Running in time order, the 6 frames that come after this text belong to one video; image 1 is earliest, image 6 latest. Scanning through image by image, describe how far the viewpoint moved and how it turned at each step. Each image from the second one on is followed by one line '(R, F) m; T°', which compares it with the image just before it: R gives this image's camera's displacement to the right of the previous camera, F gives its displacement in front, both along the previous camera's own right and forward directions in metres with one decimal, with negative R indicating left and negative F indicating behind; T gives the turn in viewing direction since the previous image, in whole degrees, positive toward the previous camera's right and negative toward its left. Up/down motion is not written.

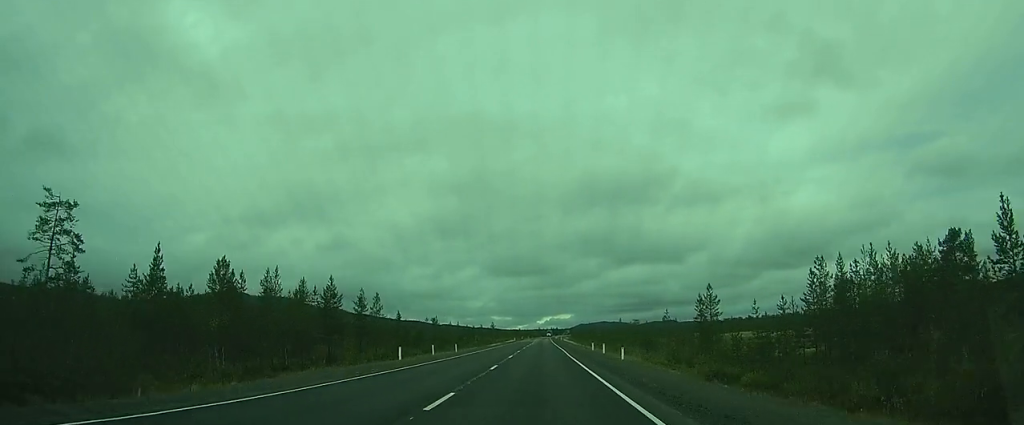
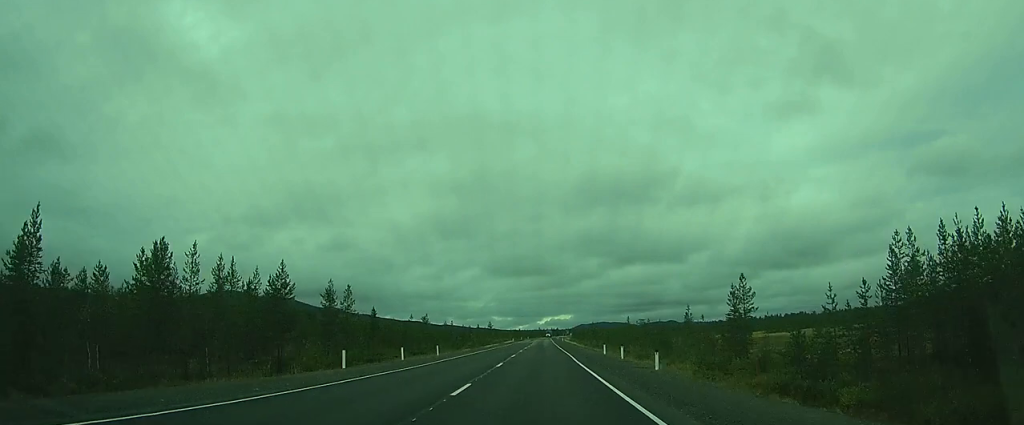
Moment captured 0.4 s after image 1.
(0.0, +8.8) m; 0°
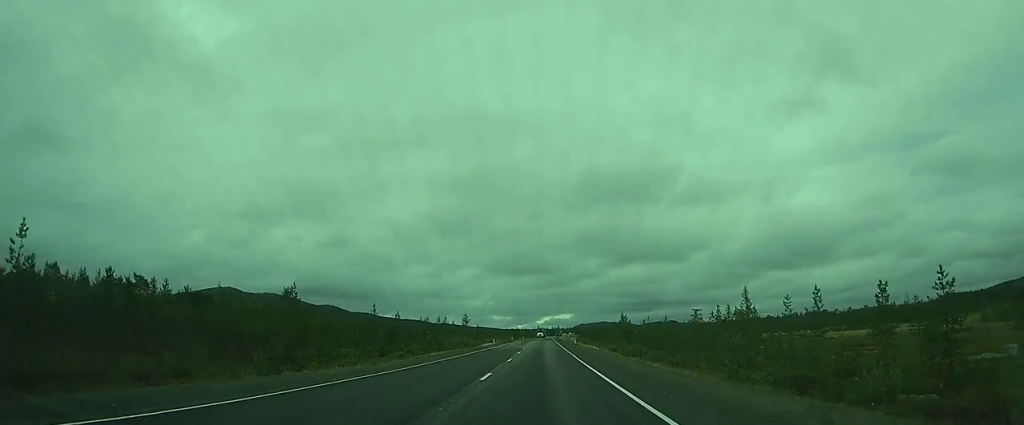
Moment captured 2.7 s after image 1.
(-0.3, +53.1) m; -2°
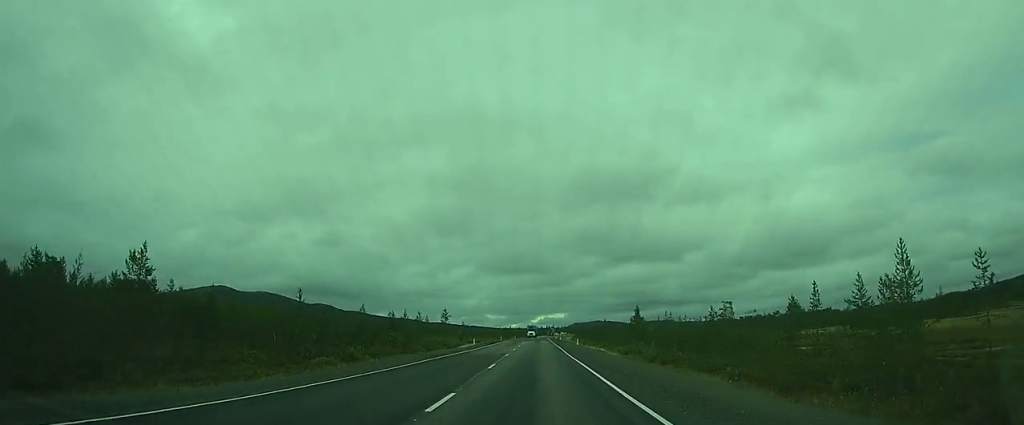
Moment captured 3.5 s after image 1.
(-0.4, +19.2) m; -1°
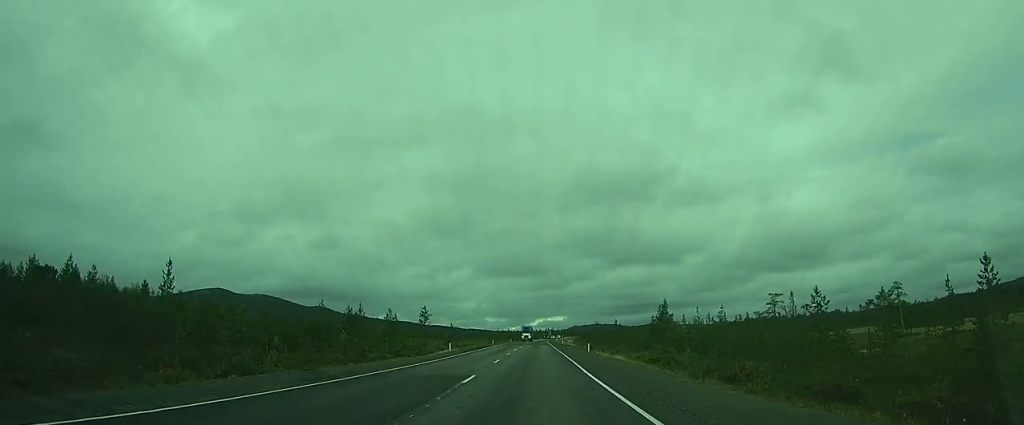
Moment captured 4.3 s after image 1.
(-0.1, +18.0) m; 0°
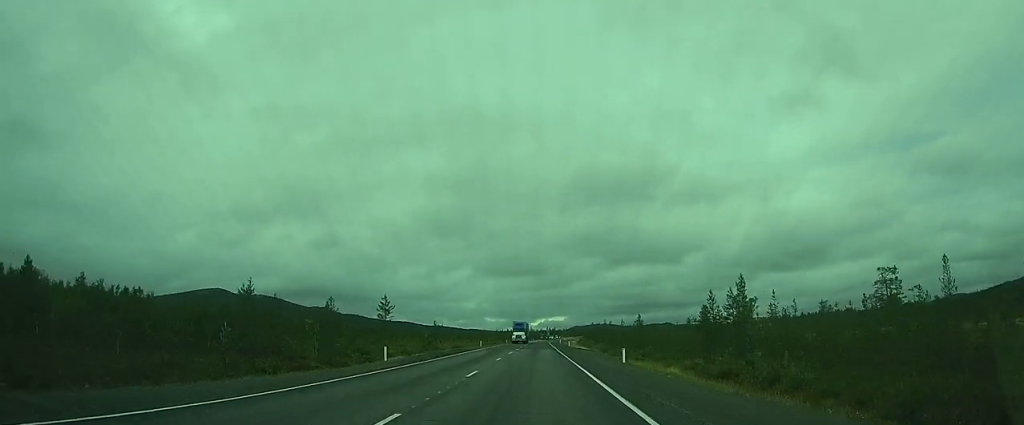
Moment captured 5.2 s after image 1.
(0.0, +22.6) m; 0°
